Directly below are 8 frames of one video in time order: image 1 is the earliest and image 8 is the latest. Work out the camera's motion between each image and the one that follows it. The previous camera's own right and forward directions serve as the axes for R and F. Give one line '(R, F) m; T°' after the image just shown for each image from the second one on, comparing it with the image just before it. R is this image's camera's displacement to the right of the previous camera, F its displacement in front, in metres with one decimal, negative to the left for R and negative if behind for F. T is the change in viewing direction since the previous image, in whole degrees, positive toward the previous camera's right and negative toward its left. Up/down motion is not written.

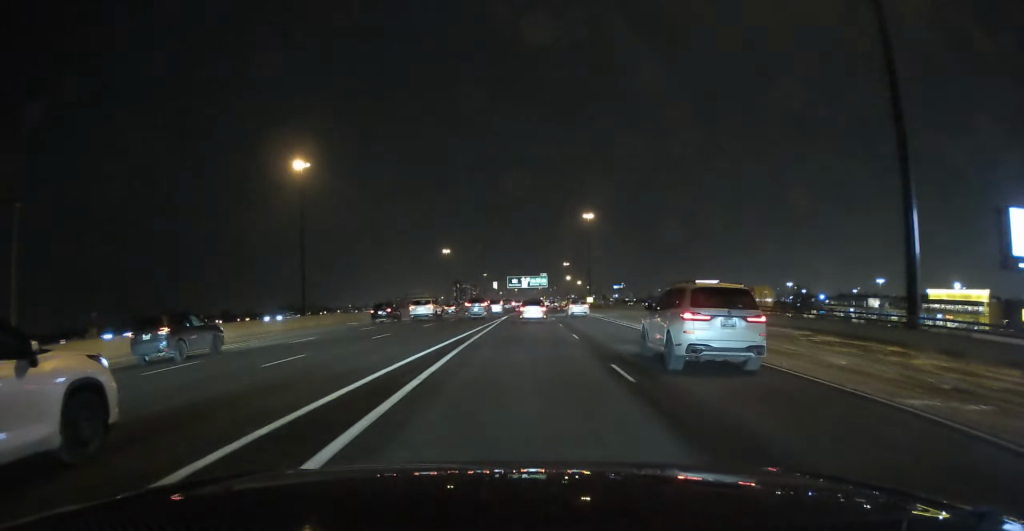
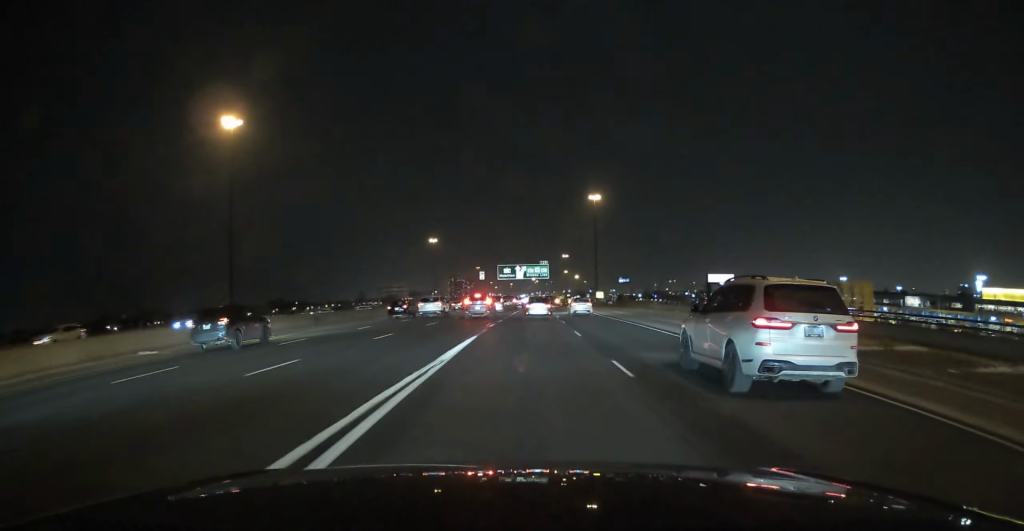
(-0.1, +35.8) m; 0°
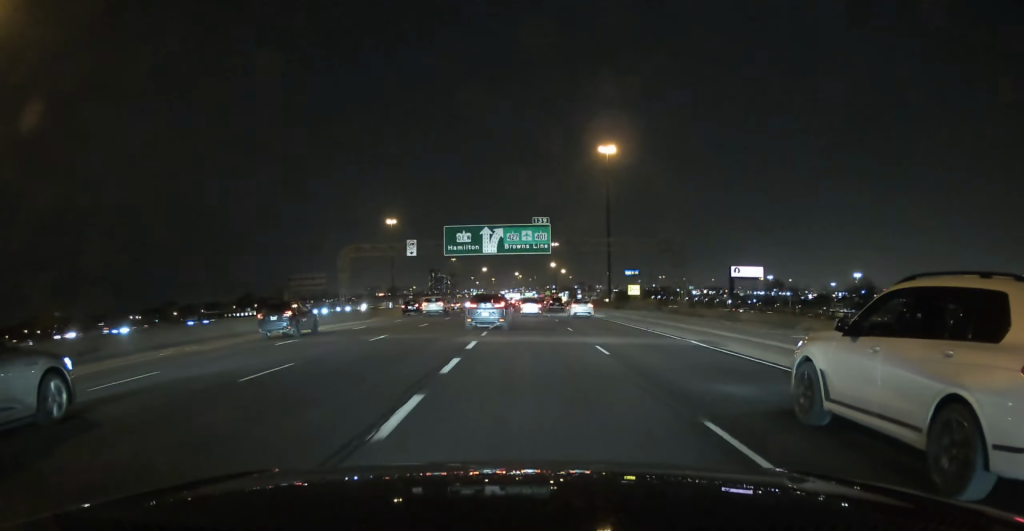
(+0.4, +67.0) m; +1°
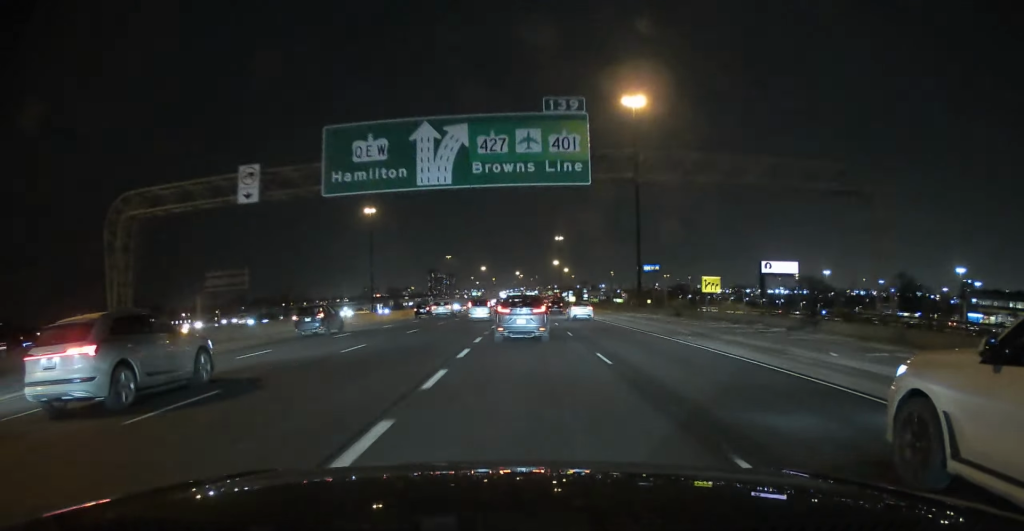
(+0.3, +37.7) m; 0°
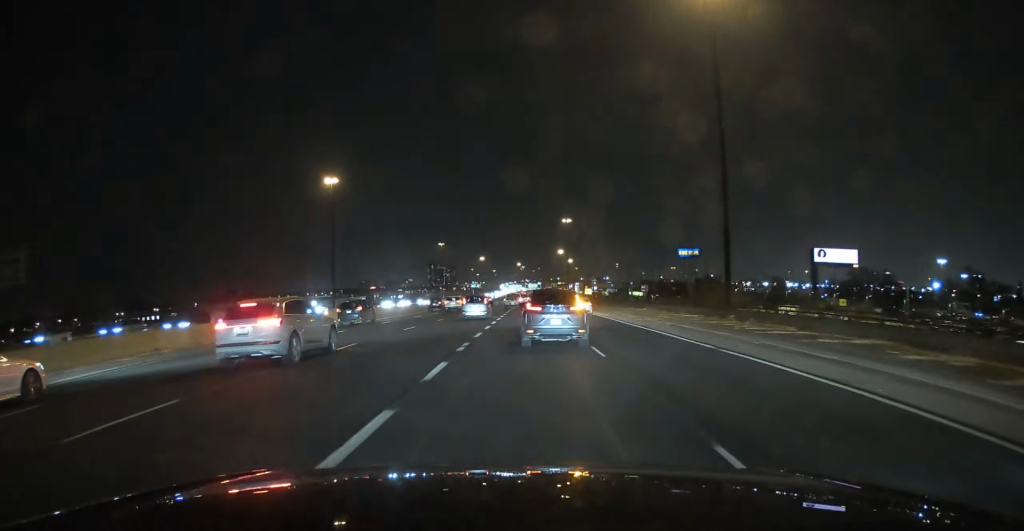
(+0.4, +47.3) m; 0°
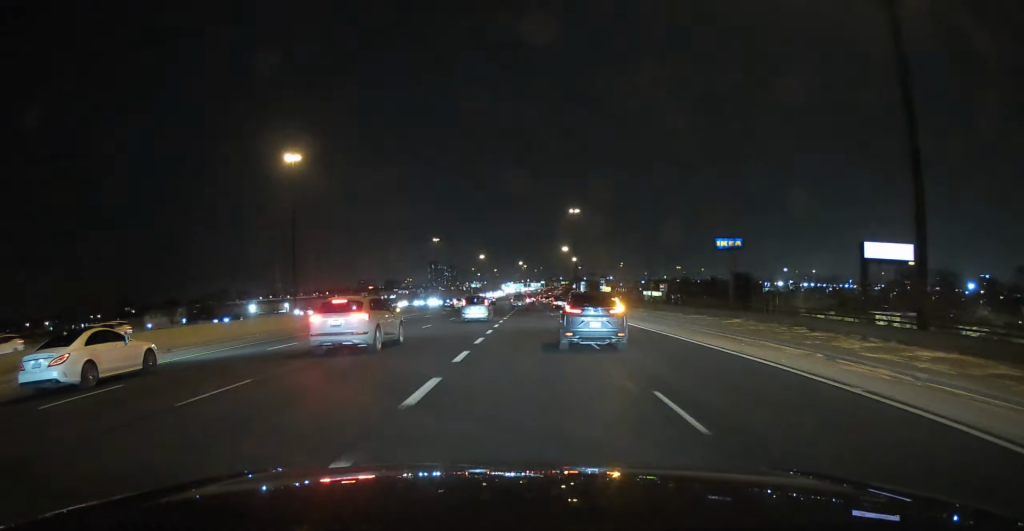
(-0.4, +32.6) m; 0°
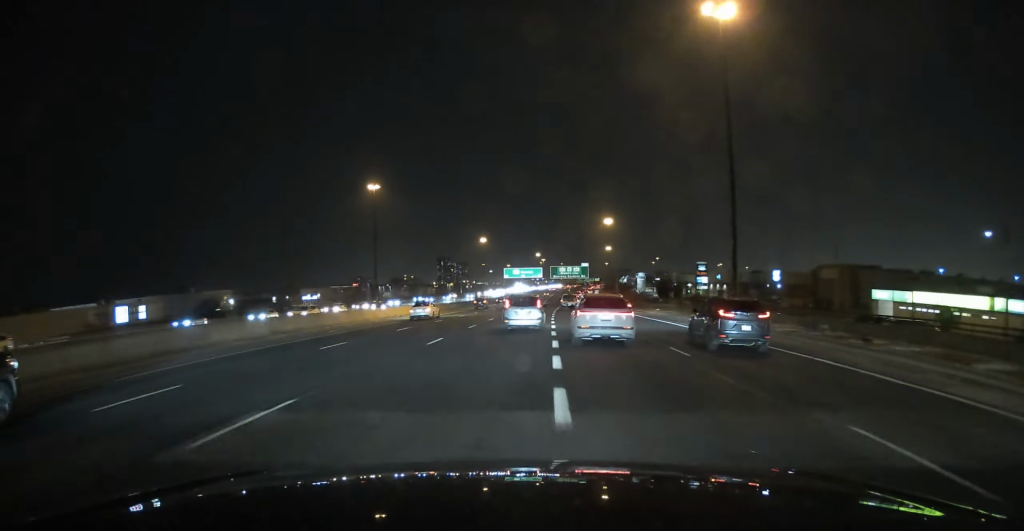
(-1.6, +181.2) m; -1°
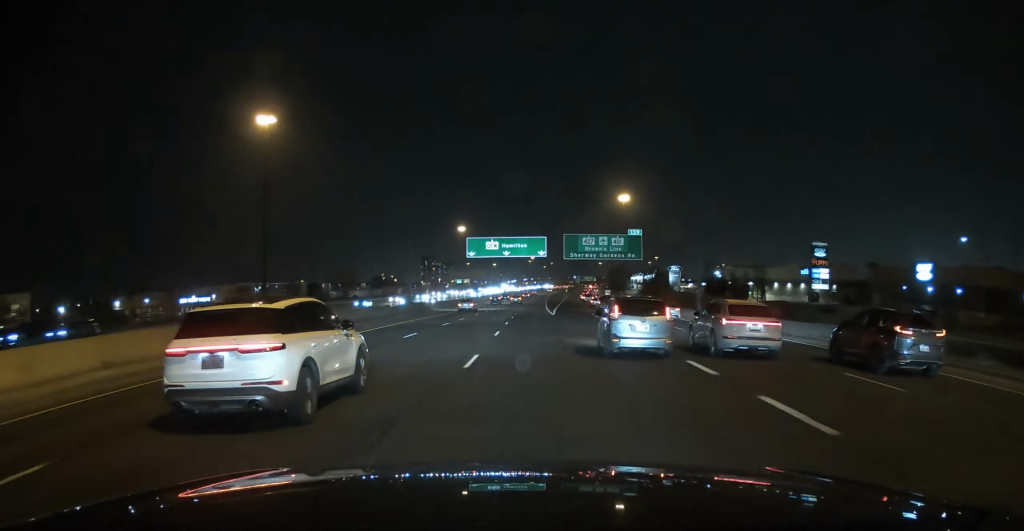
(+0.3, +80.4) m; +1°
